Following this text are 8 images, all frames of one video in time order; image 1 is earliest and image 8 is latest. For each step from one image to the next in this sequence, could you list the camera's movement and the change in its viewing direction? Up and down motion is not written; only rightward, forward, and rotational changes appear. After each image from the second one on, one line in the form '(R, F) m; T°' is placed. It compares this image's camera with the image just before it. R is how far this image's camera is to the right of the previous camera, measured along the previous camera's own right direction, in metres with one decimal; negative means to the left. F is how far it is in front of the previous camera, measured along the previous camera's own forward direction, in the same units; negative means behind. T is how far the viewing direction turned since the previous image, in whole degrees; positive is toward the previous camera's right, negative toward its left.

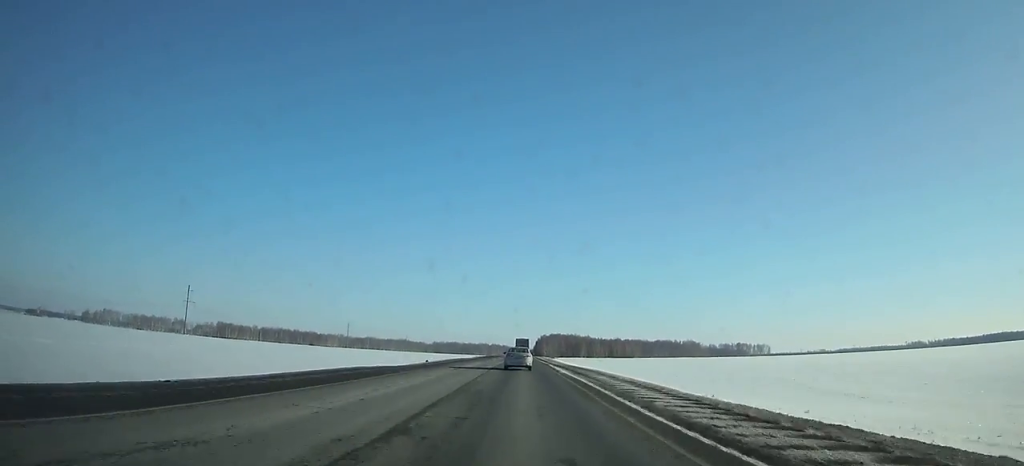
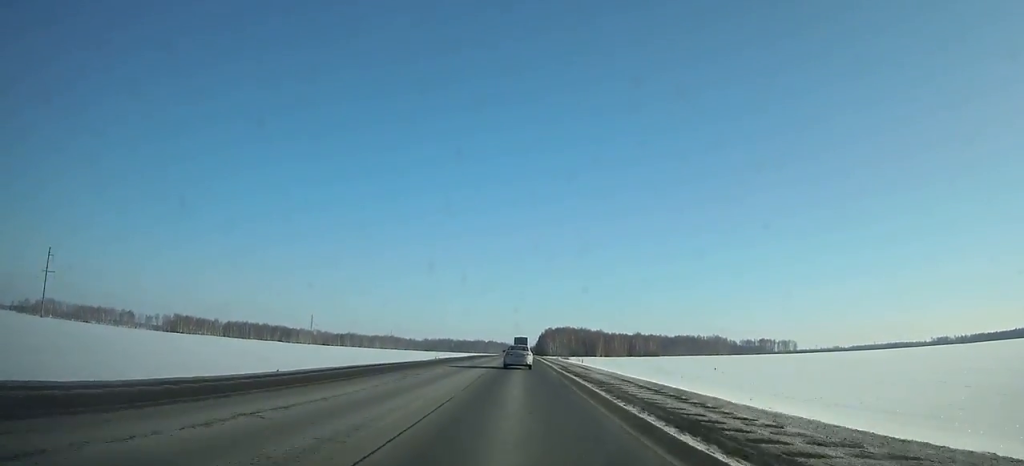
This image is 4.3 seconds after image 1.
(-0.1, +96.5) m; 0°
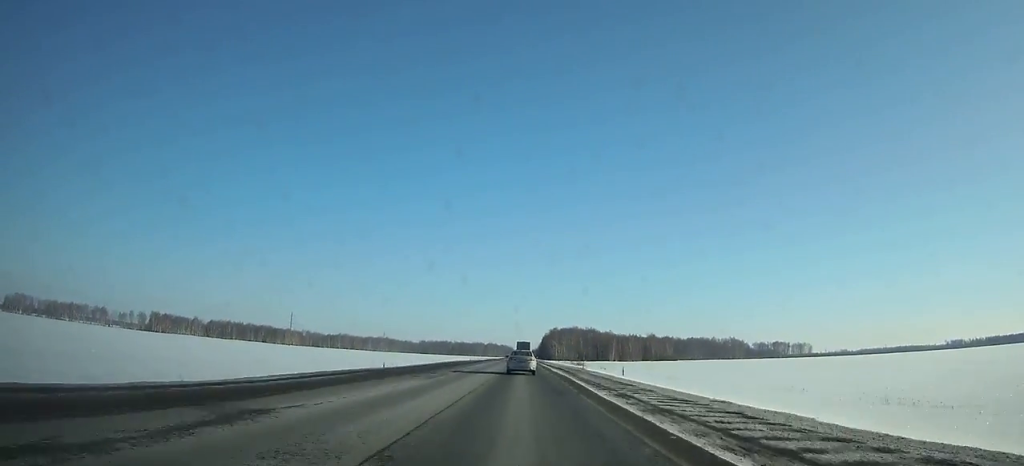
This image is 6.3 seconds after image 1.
(0.0, +44.7) m; 0°
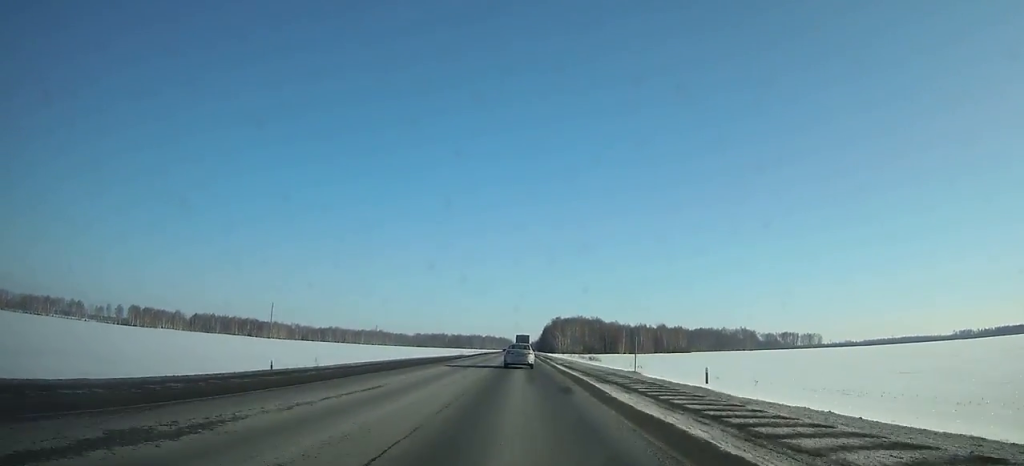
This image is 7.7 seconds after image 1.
(-0.1, +31.1) m; 0°
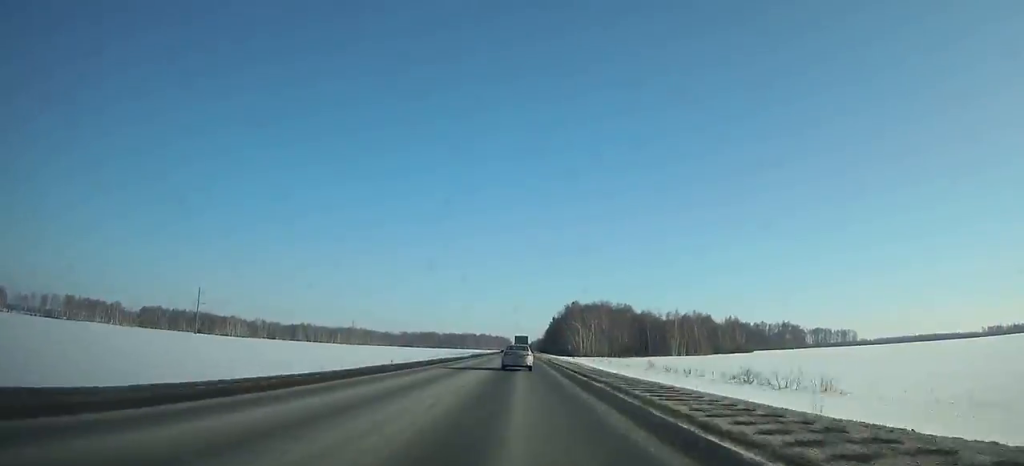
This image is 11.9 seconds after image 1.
(0.0, +92.6) m; 0°
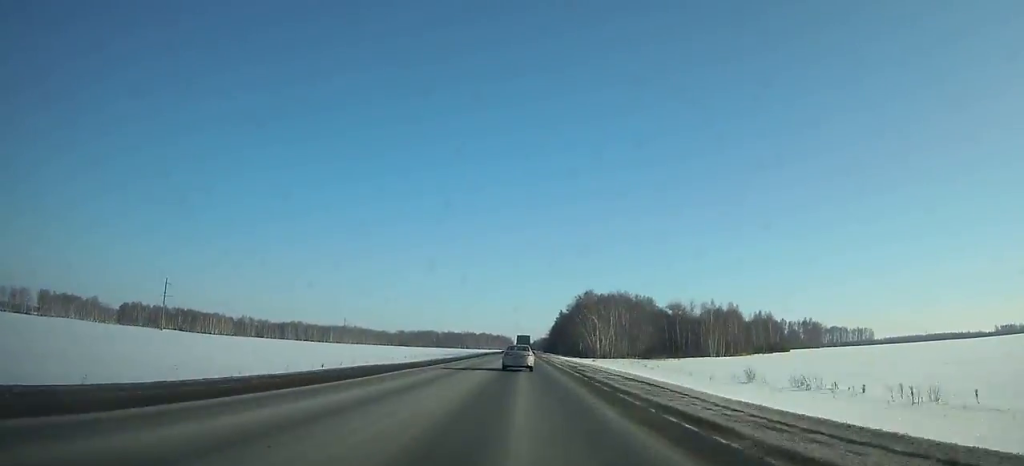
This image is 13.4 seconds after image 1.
(0.0, +32.8) m; 0°
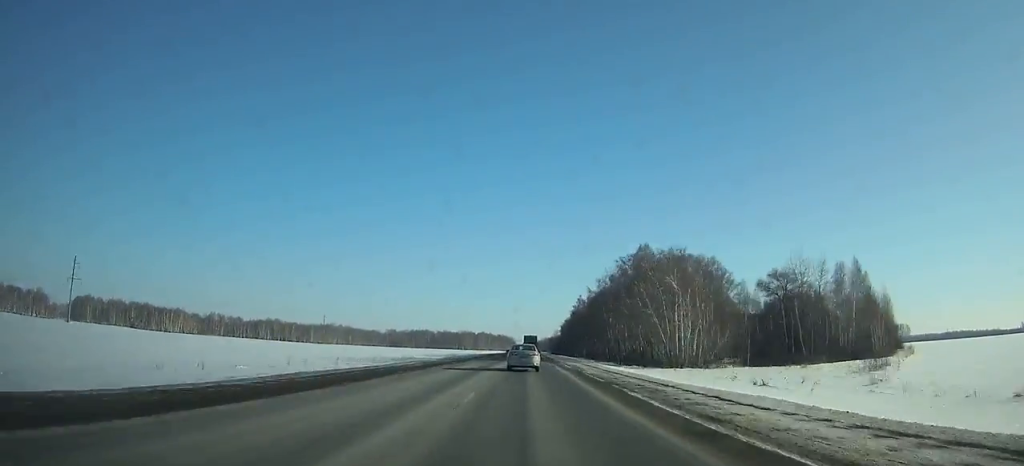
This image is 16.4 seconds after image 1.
(0.0, +65.3) m; 0°
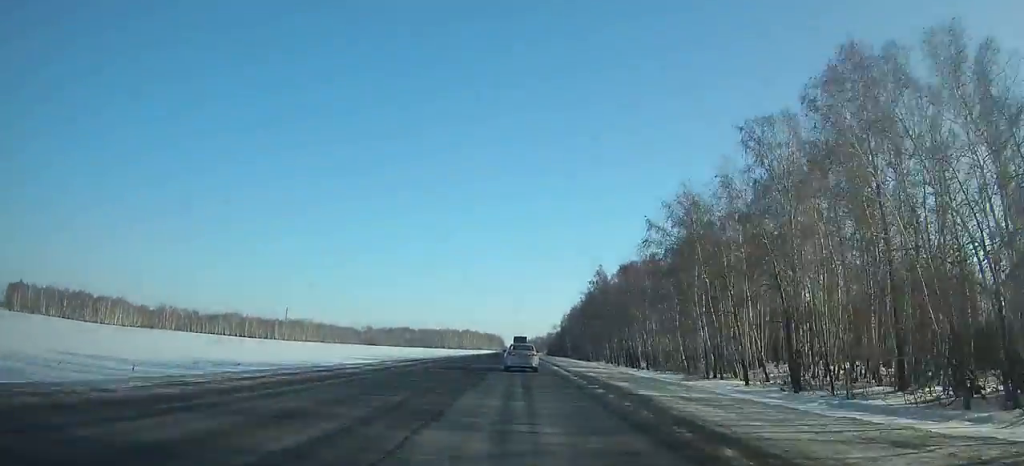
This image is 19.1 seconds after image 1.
(+0.1, +58.5) m; 0°
